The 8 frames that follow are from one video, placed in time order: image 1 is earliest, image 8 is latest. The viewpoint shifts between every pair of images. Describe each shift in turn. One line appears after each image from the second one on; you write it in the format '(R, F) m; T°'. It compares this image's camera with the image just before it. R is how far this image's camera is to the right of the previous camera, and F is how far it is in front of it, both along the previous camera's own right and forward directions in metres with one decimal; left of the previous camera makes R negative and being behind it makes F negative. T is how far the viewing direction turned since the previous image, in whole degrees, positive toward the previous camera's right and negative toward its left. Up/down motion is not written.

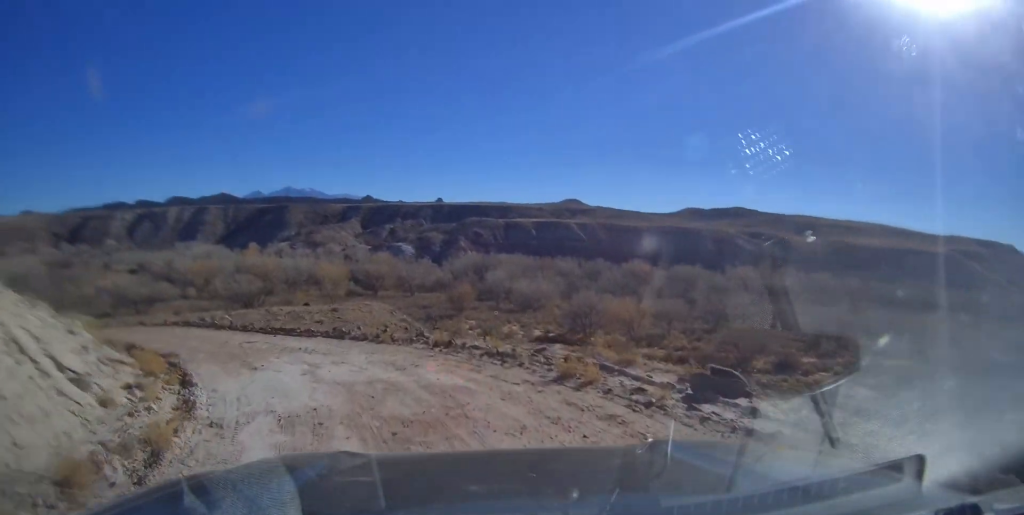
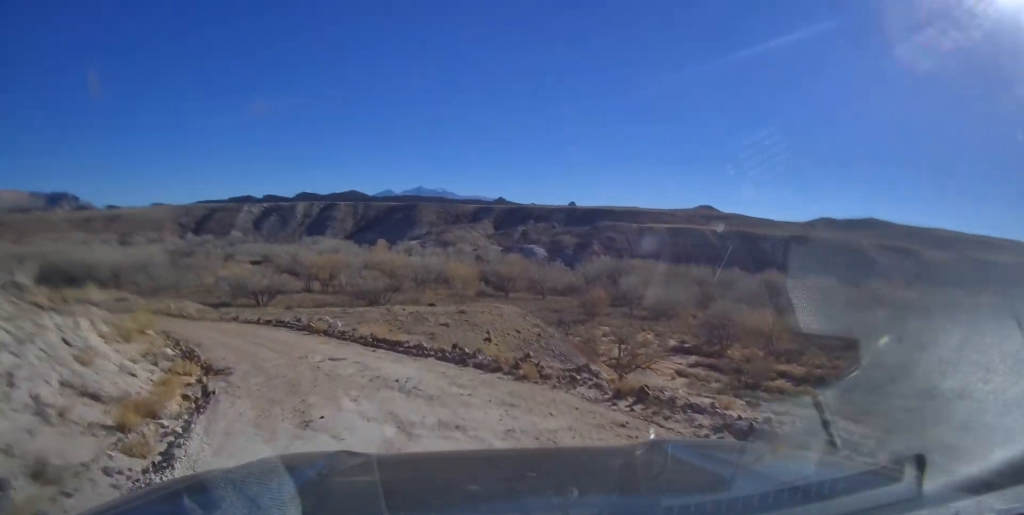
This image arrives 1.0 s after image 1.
(-0.9, +5.6) m; -10°
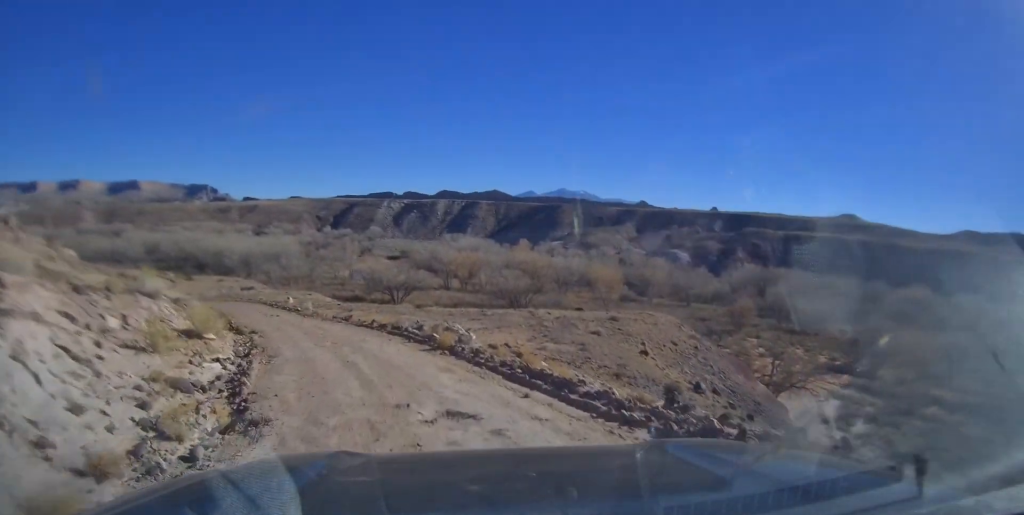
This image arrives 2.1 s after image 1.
(-0.2, +6.0) m; -11°
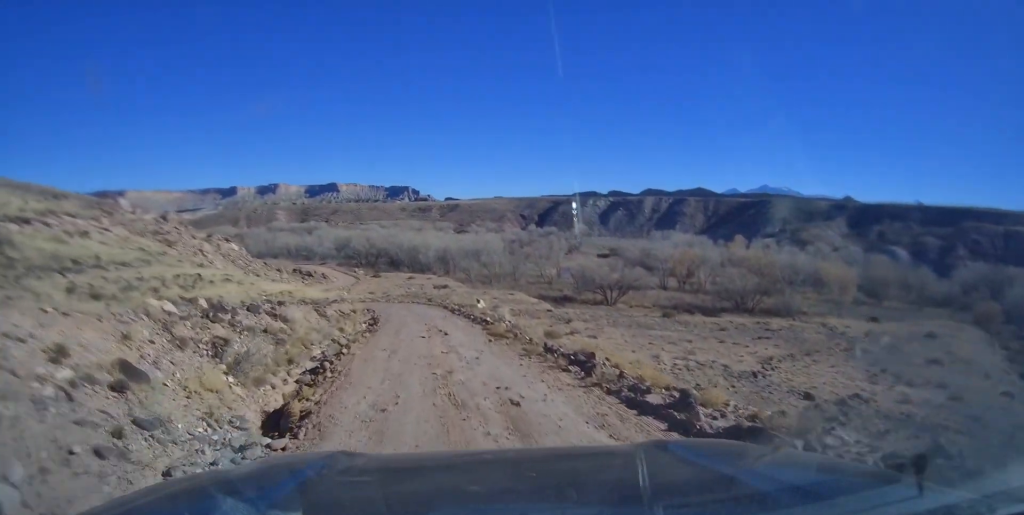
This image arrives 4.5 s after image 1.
(-3.5, +15.0) m; -20°
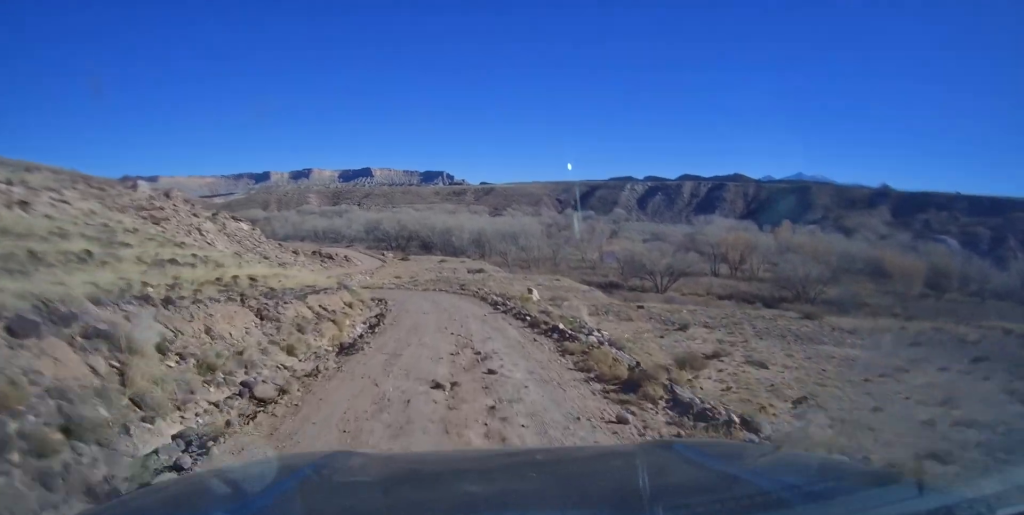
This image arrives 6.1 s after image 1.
(-1.0, +10.8) m; -8°
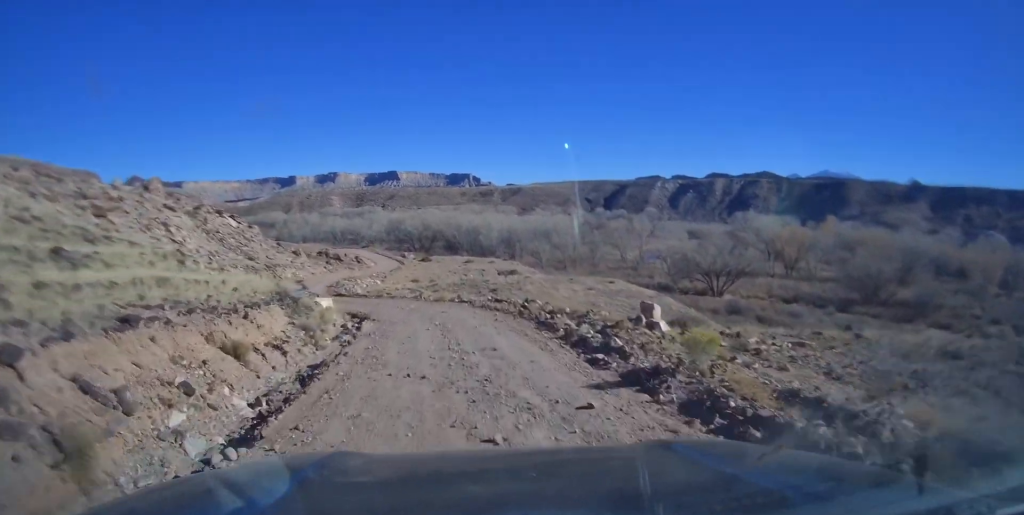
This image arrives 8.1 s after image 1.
(-0.6, +14.0) m; -5°
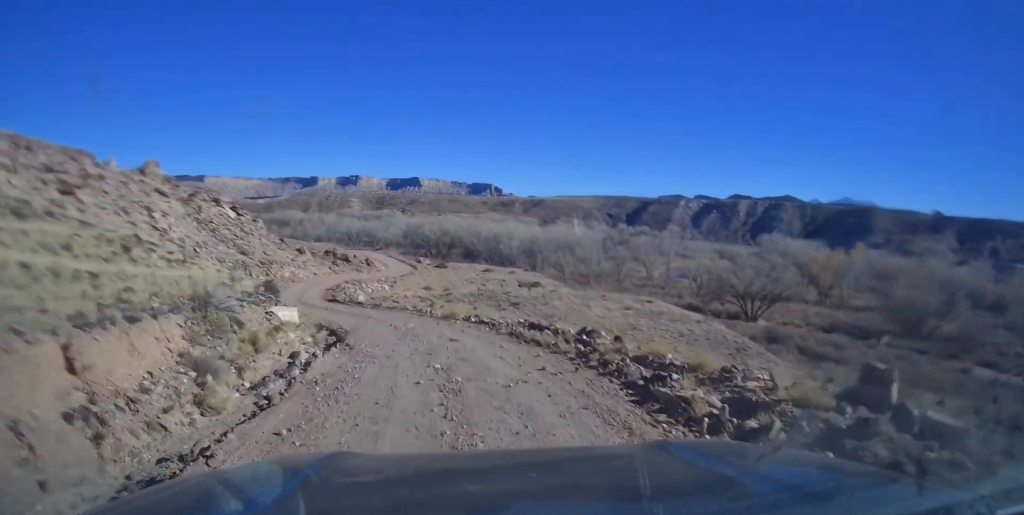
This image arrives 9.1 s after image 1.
(-0.2, +7.5) m; -3°
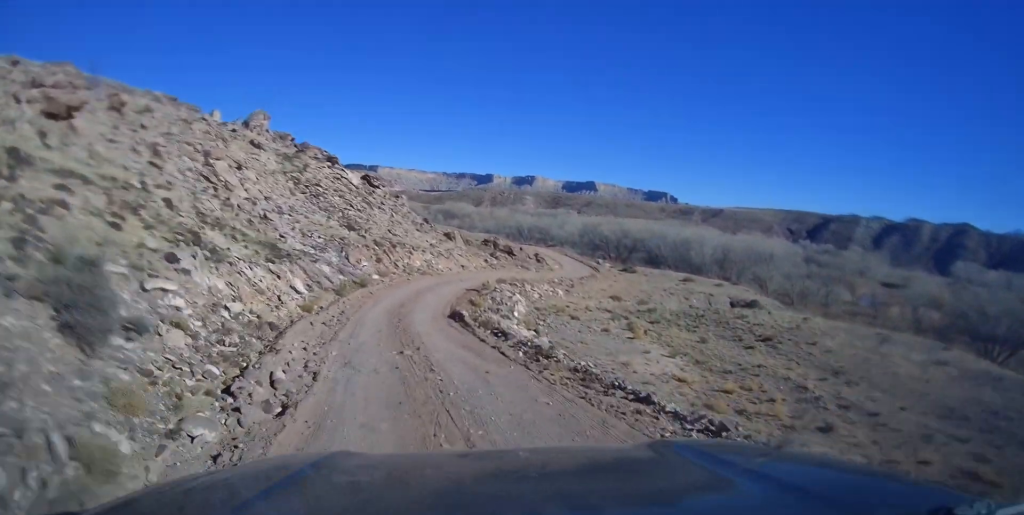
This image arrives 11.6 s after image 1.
(-1.3, +19.1) m; -10°
